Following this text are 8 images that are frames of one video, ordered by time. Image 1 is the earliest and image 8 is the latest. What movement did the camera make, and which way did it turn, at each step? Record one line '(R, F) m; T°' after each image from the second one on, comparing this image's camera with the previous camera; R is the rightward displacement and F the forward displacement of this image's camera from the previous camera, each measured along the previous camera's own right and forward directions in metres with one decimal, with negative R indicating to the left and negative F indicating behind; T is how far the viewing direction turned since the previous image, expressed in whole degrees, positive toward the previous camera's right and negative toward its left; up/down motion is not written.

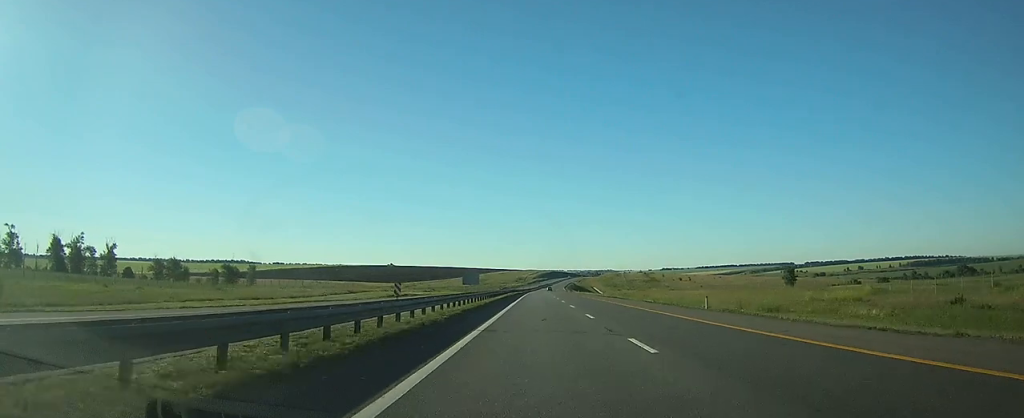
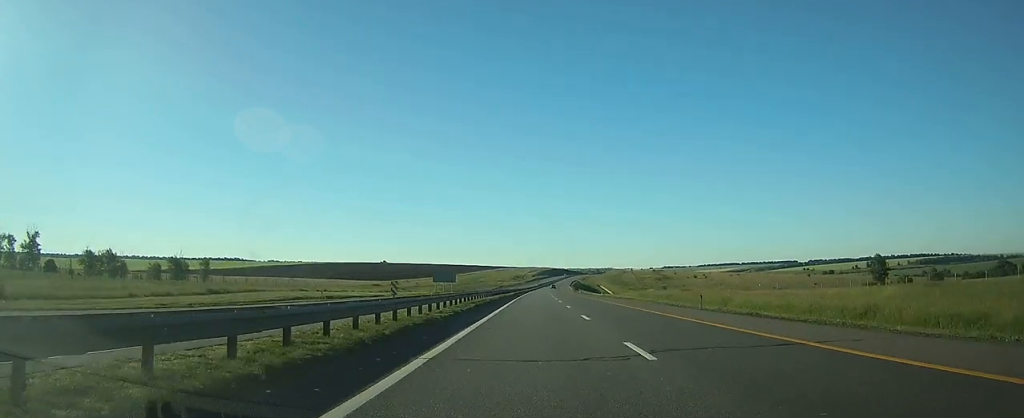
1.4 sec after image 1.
(+0.1, +49.2) m; 0°
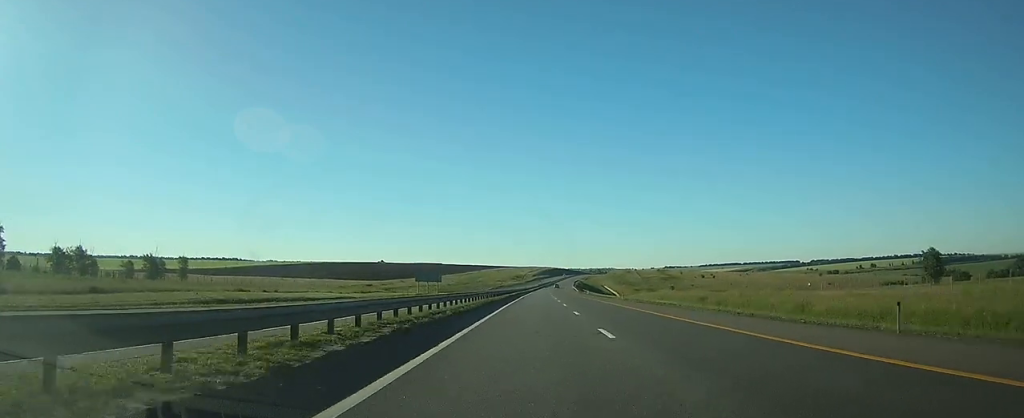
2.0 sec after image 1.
(0.0, +19.5) m; 0°
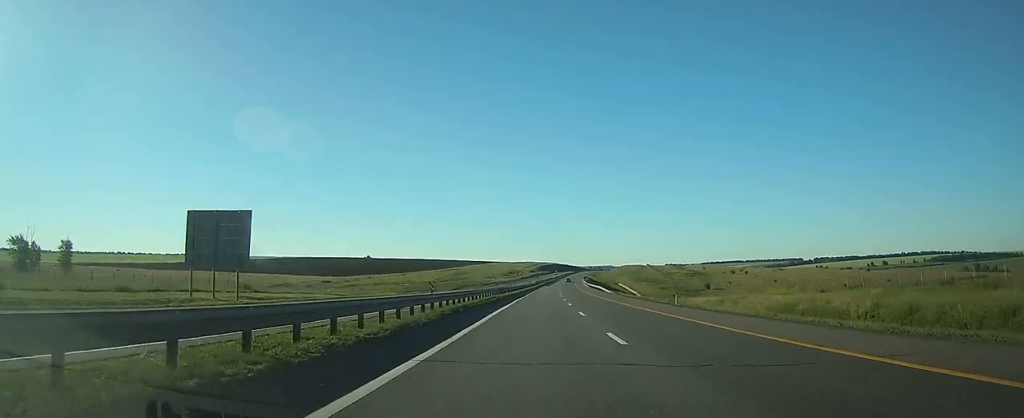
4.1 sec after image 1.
(0.0, +73.4) m; 0°
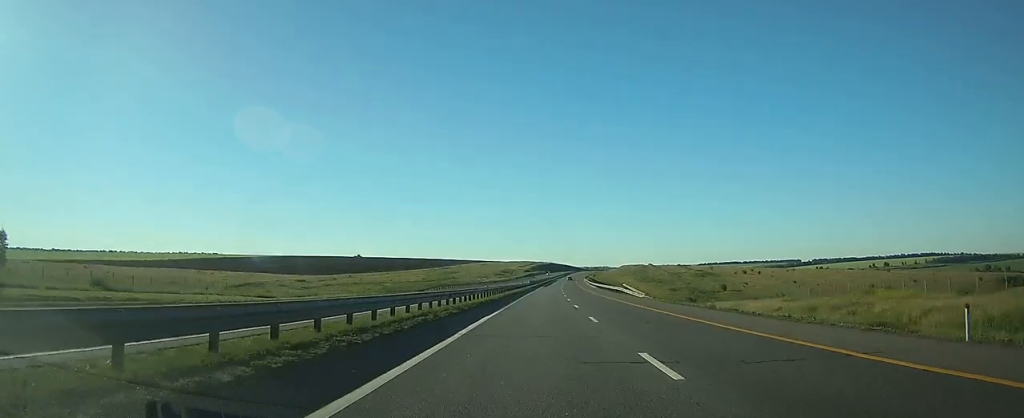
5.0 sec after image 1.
(0.0, +28.7) m; 0°
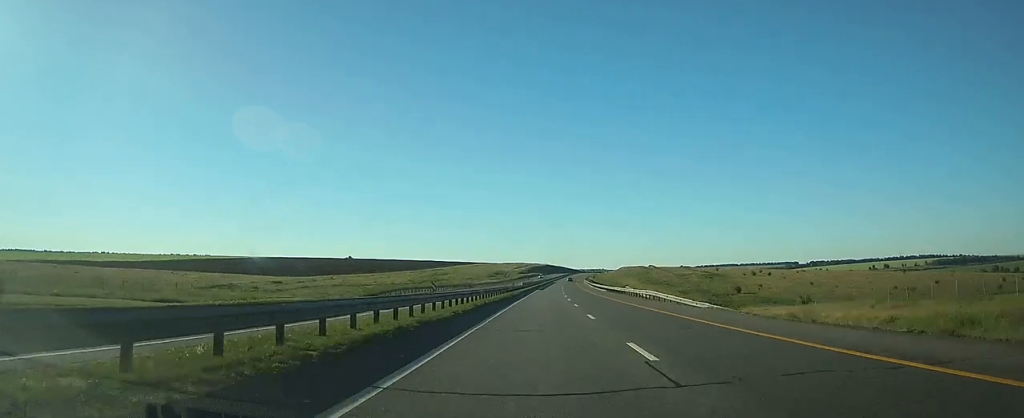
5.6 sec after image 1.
(0.0, +21.9) m; 0°
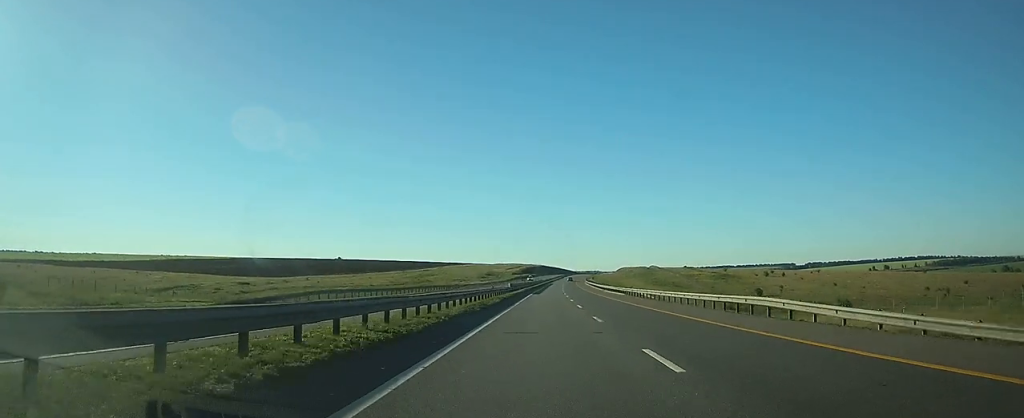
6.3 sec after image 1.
(0.0, +25.4) m; 0°
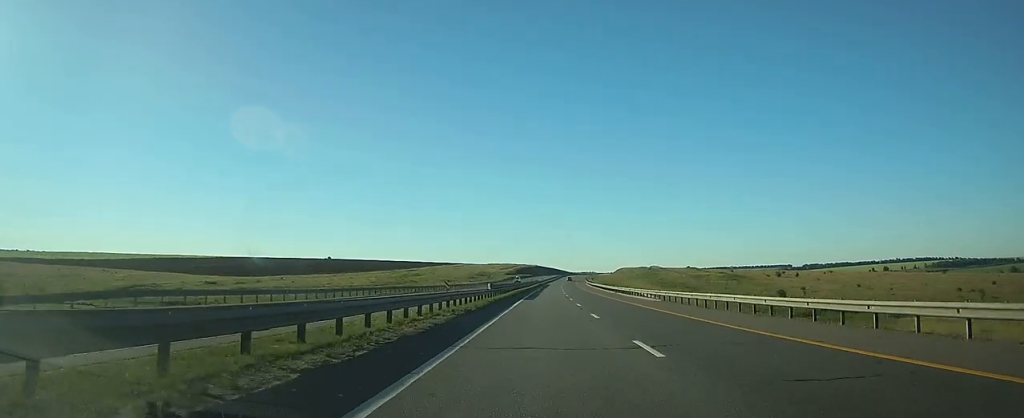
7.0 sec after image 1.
(+0.1, +21.9) m; 0°
